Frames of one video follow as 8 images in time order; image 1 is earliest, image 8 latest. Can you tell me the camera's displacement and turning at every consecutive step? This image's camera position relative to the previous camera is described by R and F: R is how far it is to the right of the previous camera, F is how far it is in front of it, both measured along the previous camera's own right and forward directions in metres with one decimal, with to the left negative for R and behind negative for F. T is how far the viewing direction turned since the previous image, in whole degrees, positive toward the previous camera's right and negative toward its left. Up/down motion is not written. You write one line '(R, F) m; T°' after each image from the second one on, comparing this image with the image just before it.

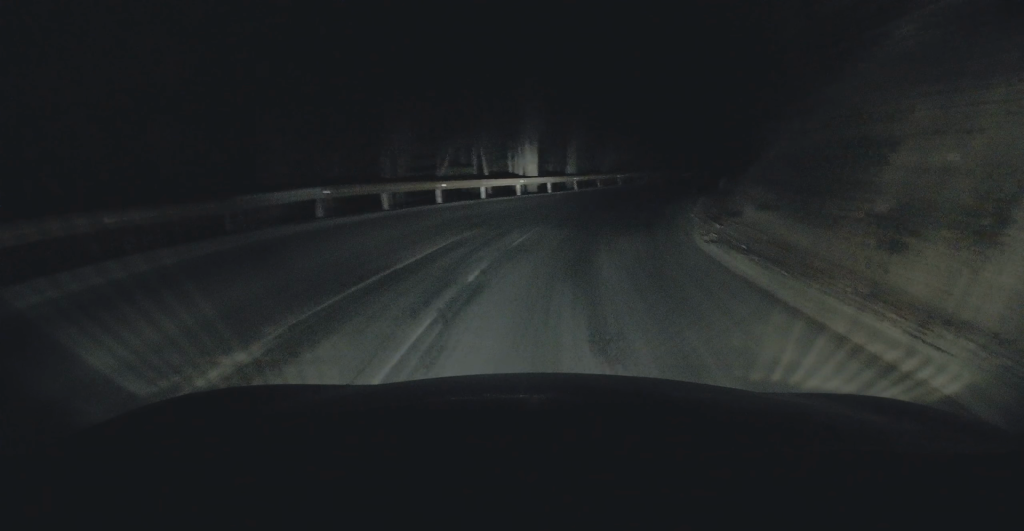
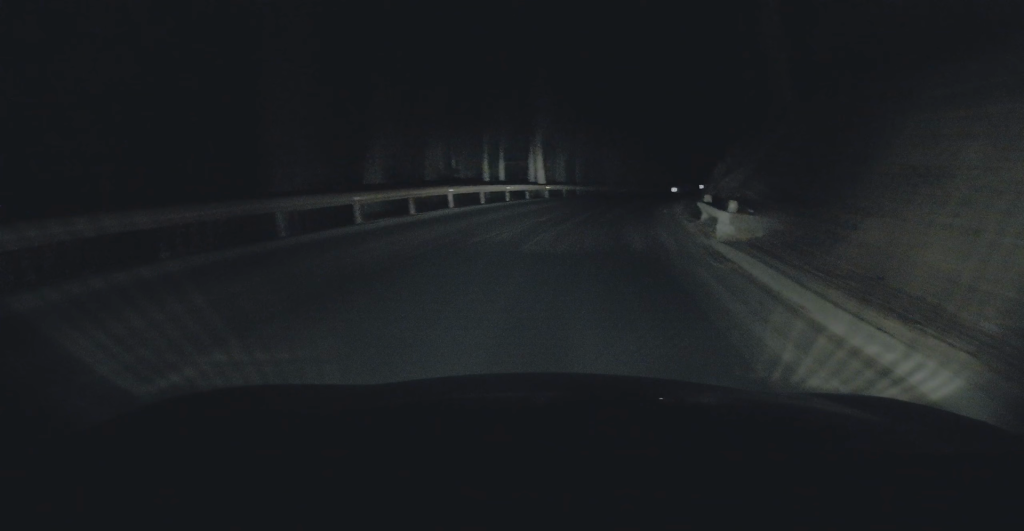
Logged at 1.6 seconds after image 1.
(+1.3, +22.5) m; +8°
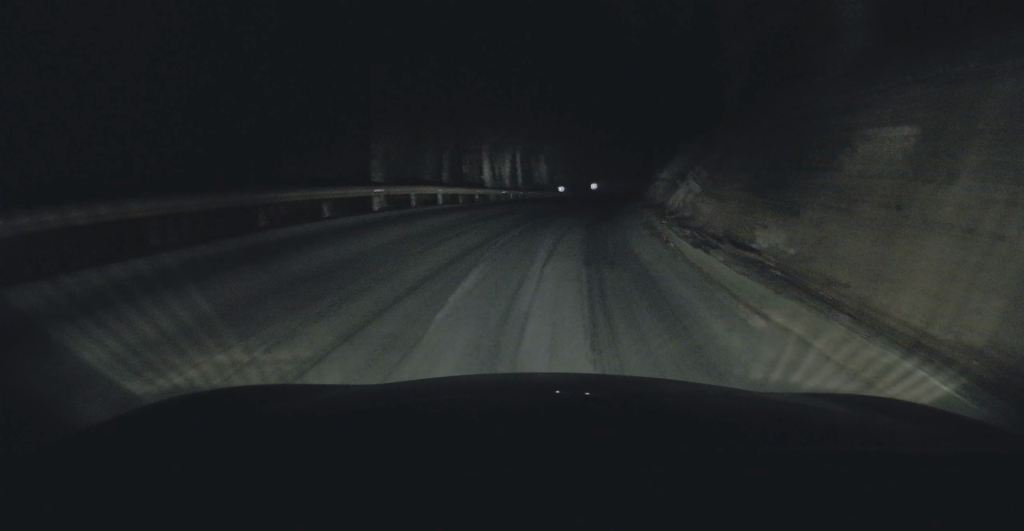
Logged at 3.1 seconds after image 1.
(+2.1, +18.1) m; +11°
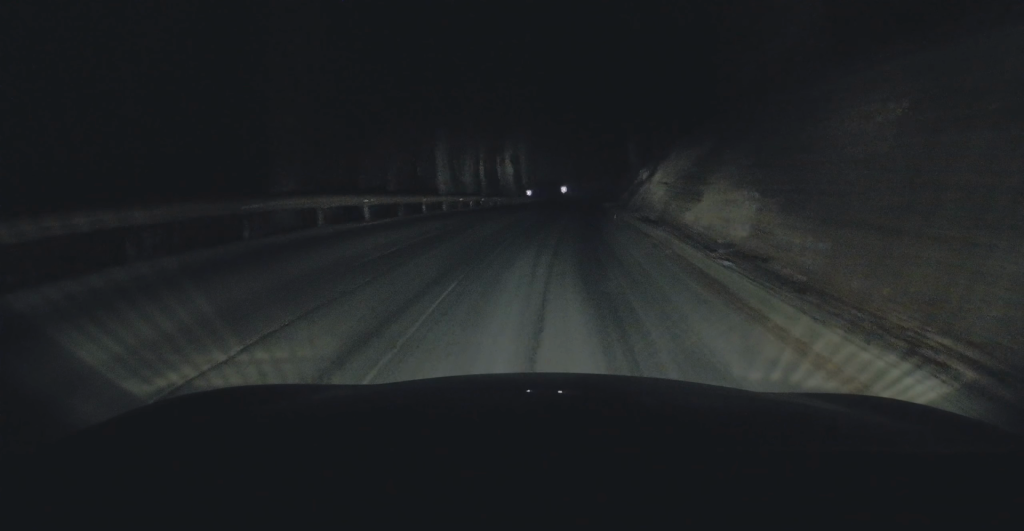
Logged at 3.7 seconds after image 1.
(+0.1, +6.6) m; +2°
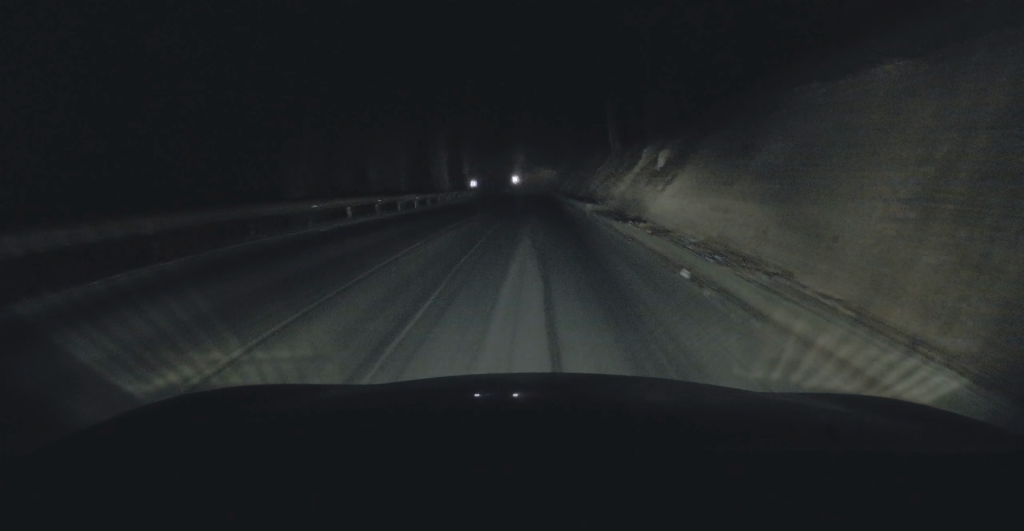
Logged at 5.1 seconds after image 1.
(+0.6, +14.5) m; +4°
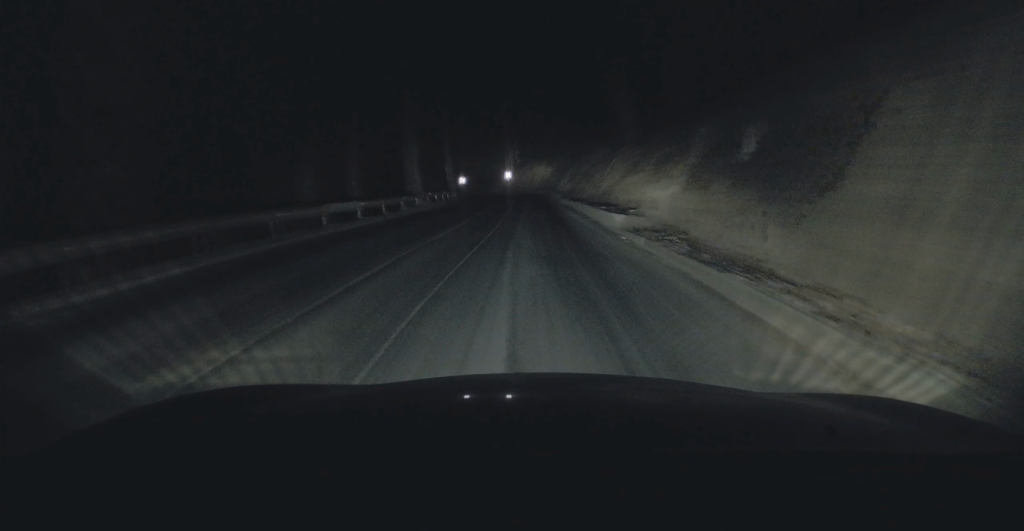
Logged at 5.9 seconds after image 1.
(+0.1, +7.9) m; 0°
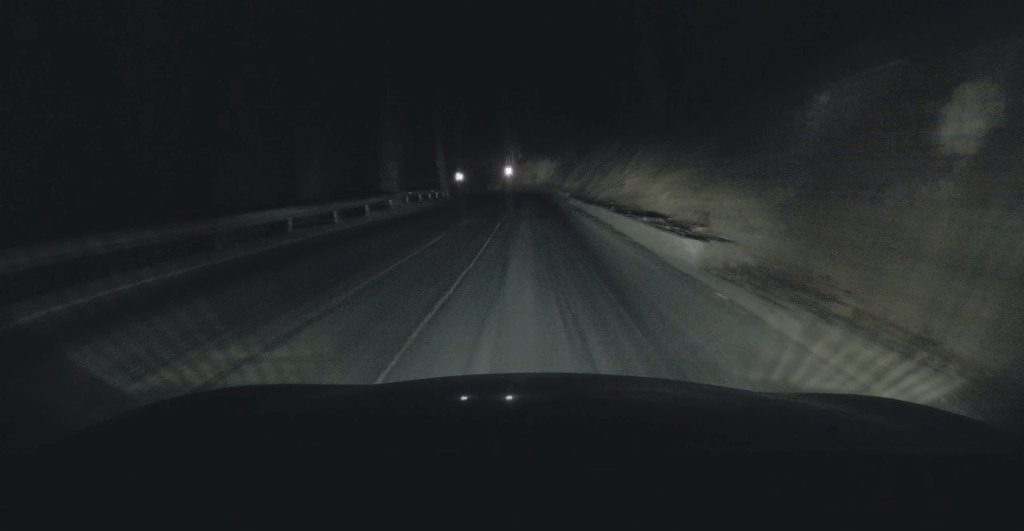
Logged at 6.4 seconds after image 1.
(-0.1, +5.6) m; 0°
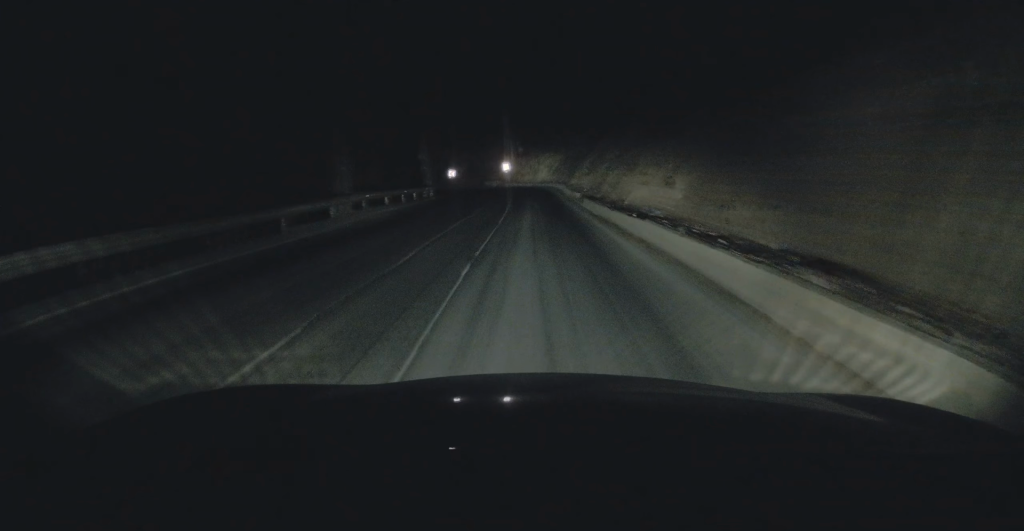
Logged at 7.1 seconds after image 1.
(0.0, +6.7) m; 0°
